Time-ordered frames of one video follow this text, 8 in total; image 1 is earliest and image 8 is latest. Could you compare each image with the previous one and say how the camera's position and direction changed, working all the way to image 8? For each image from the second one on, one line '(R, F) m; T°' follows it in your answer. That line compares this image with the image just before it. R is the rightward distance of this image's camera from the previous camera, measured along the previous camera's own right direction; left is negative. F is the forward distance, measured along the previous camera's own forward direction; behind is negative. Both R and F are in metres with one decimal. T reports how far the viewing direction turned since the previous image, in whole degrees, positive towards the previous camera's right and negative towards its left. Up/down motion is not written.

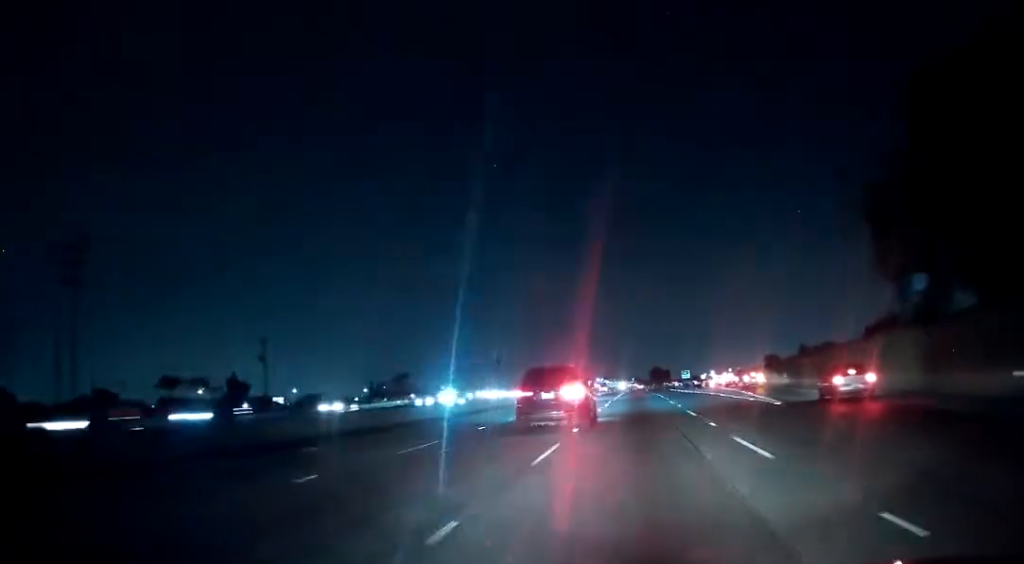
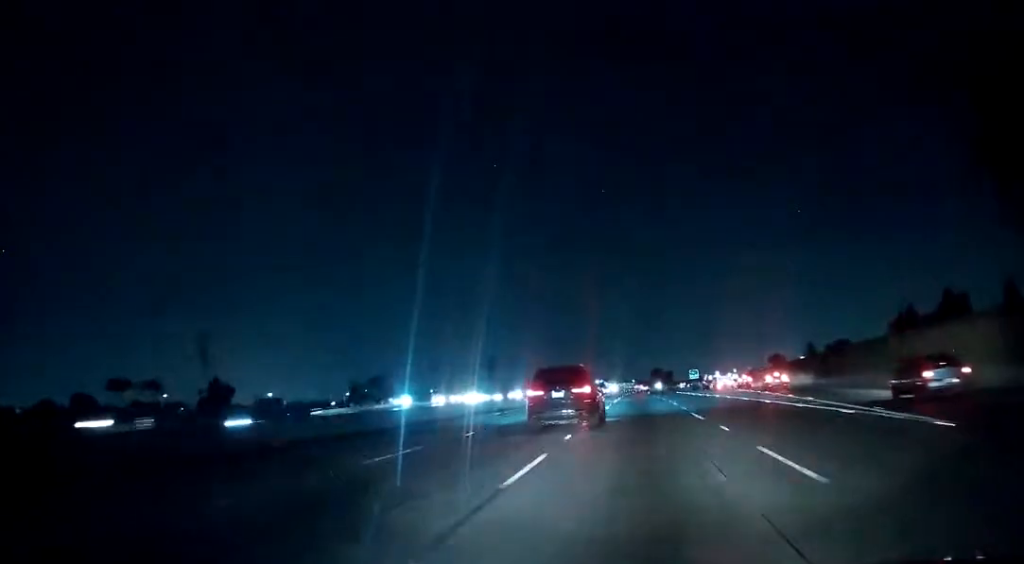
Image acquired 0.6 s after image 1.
(-0.1, +17.0) m; -1°
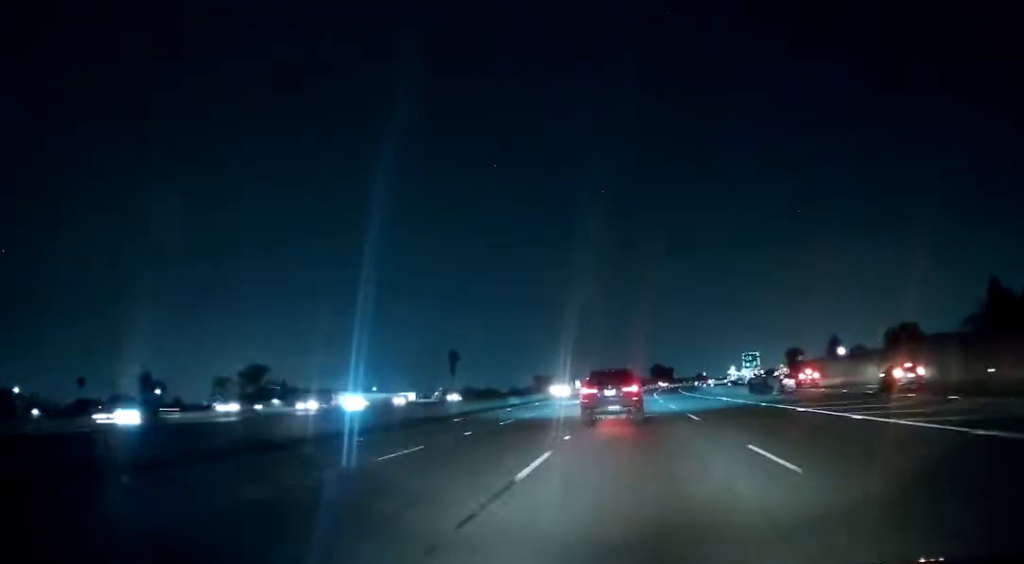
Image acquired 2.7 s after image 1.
(-0.7, +57.5) m; 0°
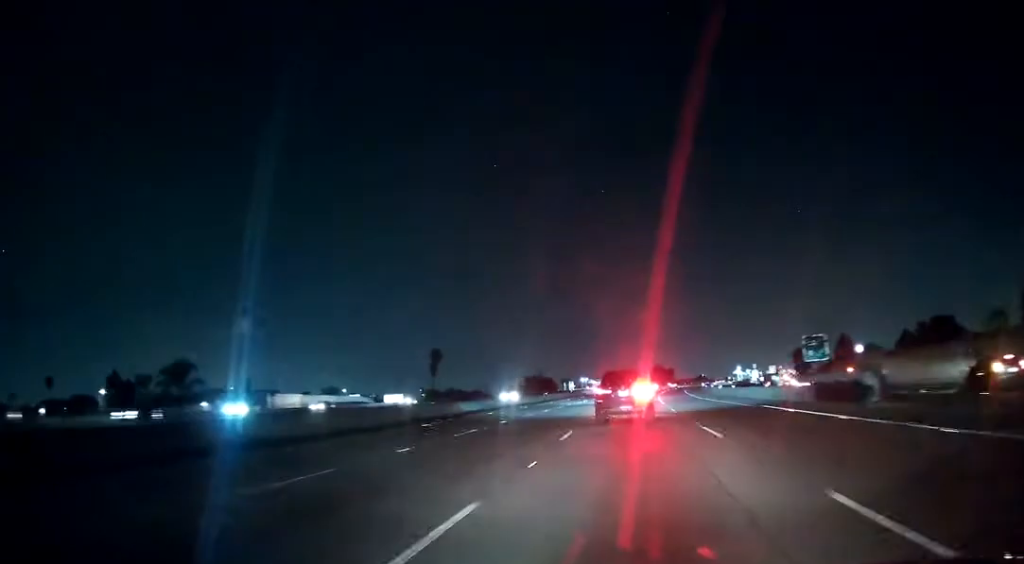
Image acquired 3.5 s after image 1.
(+0.4, +21.2) m; 0°
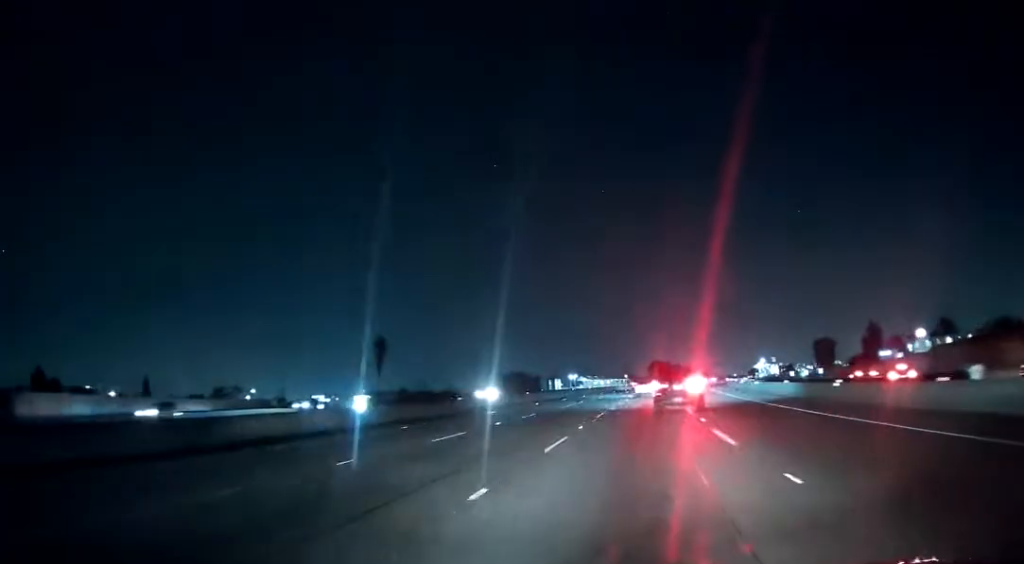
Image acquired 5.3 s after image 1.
(-0.4, +47.3) m; 0°
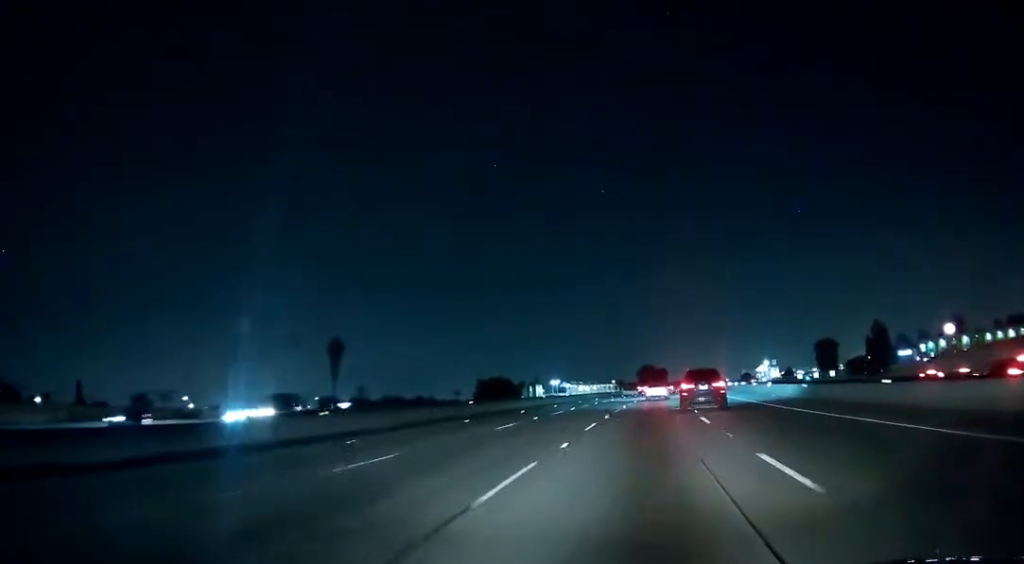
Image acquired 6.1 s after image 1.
(+0.4, +21.8) m; +1°
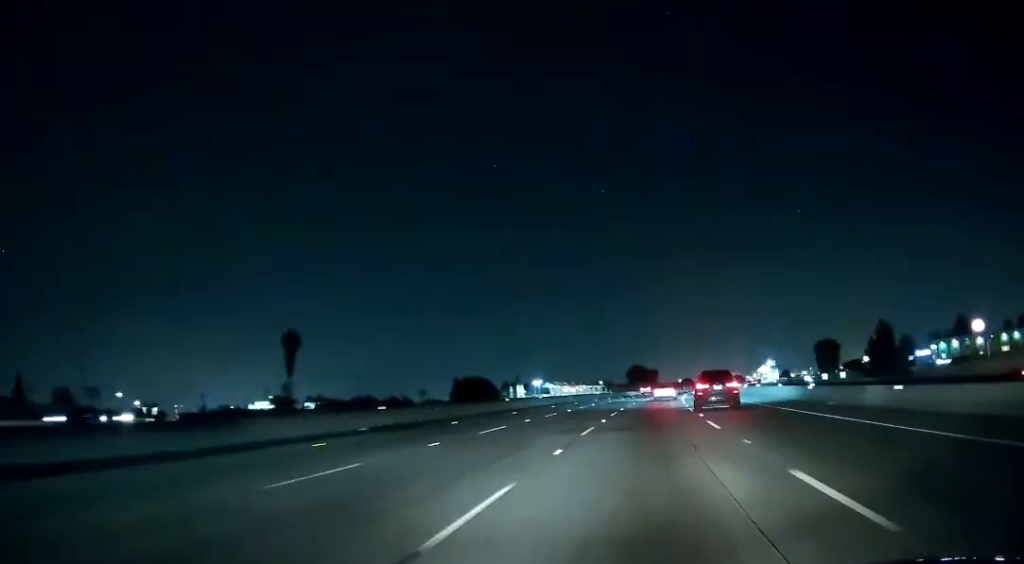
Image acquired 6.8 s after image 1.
(-0.2, +17.5) m; +1°
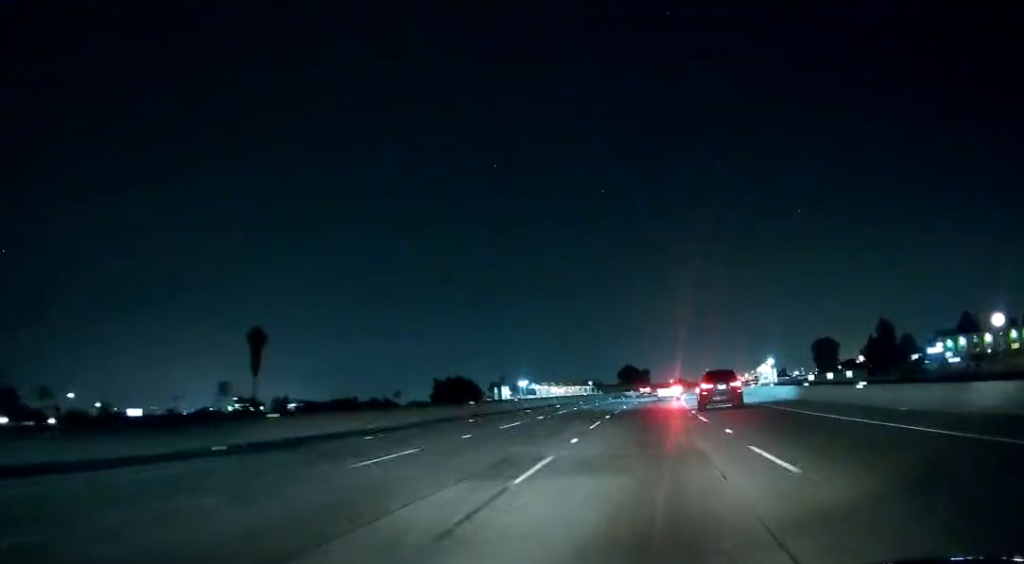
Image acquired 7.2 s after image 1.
(+0.2, +10.4) m; +1°
